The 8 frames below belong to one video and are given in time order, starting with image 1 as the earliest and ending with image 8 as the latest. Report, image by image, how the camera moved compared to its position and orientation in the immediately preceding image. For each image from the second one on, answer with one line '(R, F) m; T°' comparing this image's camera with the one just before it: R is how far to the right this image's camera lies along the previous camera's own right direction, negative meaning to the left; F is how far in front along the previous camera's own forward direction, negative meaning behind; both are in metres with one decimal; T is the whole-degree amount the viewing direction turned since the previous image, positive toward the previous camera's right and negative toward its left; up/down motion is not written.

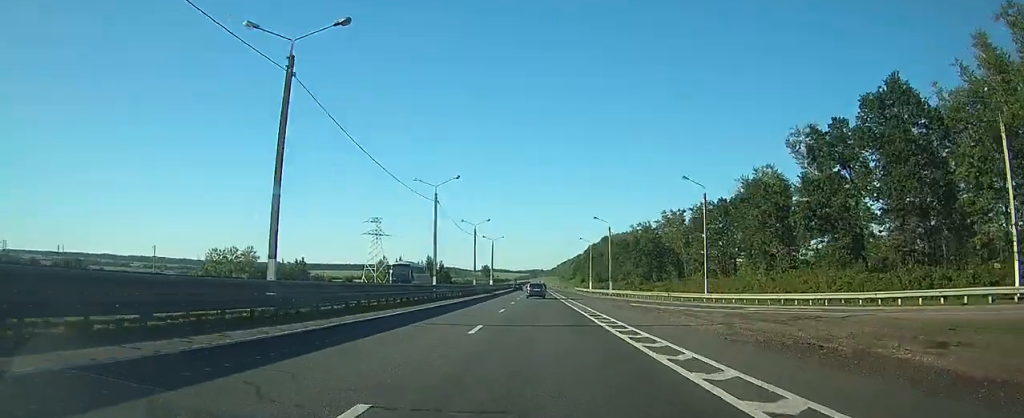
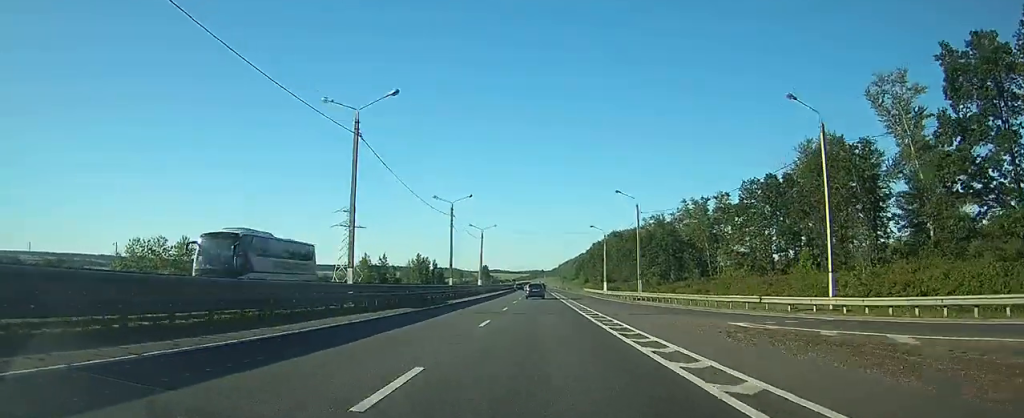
(0.0, +21.4) m; 0°
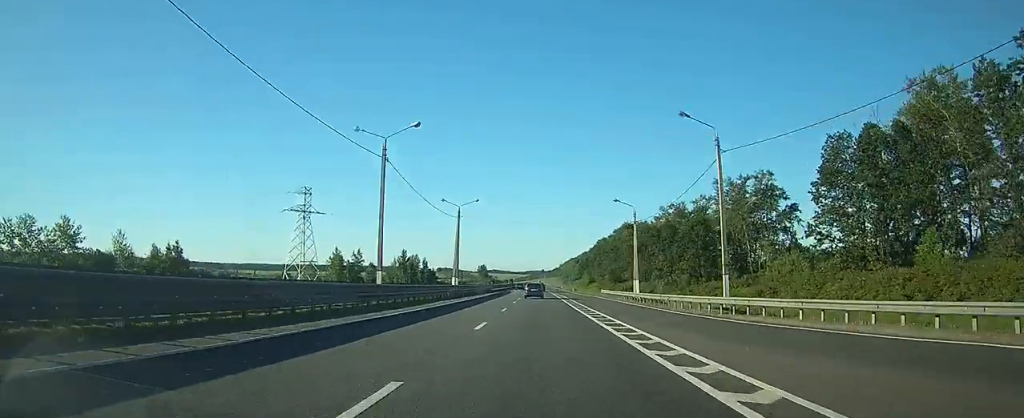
(0.0, +25.3) m; 0°
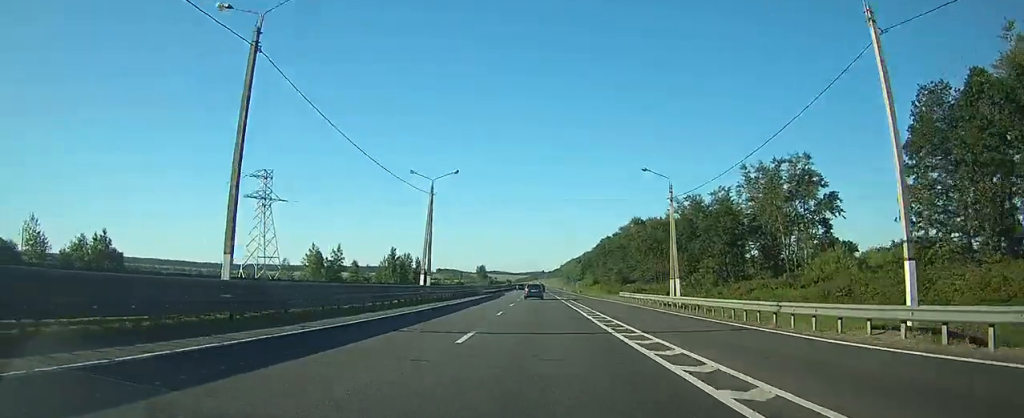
(0.0, +15.6) m; 0°
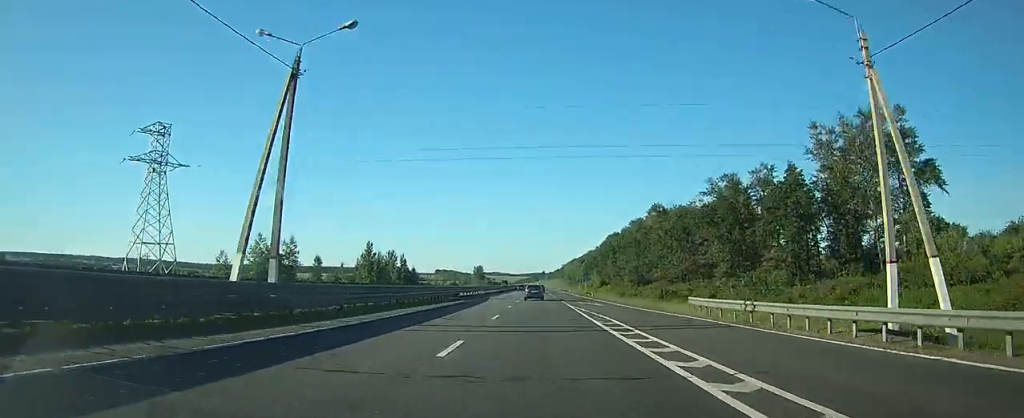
(0.0, +26.4) m; 0°
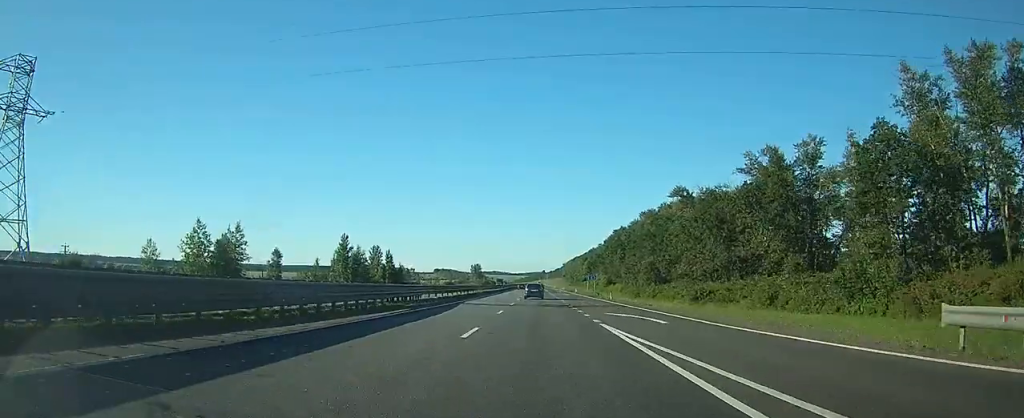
(0.0, +20.5) m; 0°
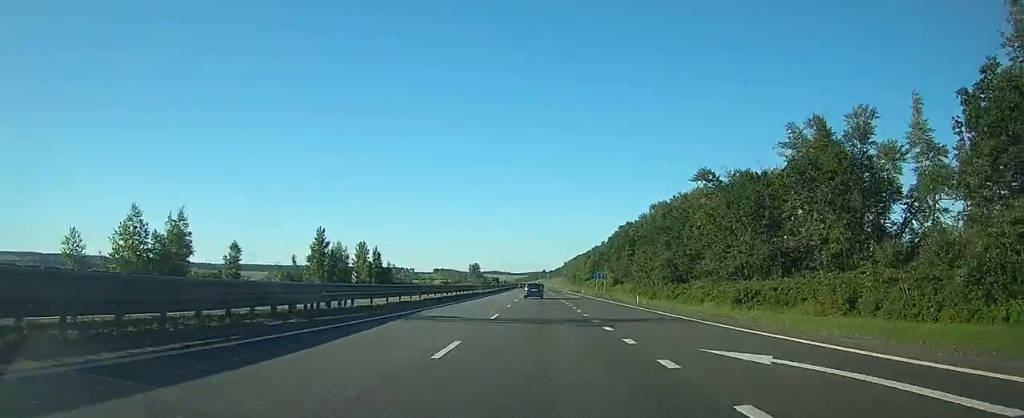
(0.0, +15.7) m; 0°
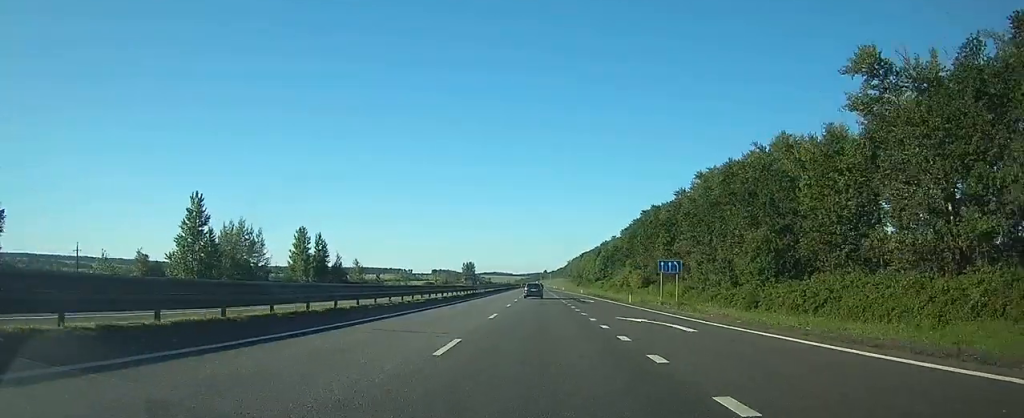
(-0.1, +47.3) m; 0°
